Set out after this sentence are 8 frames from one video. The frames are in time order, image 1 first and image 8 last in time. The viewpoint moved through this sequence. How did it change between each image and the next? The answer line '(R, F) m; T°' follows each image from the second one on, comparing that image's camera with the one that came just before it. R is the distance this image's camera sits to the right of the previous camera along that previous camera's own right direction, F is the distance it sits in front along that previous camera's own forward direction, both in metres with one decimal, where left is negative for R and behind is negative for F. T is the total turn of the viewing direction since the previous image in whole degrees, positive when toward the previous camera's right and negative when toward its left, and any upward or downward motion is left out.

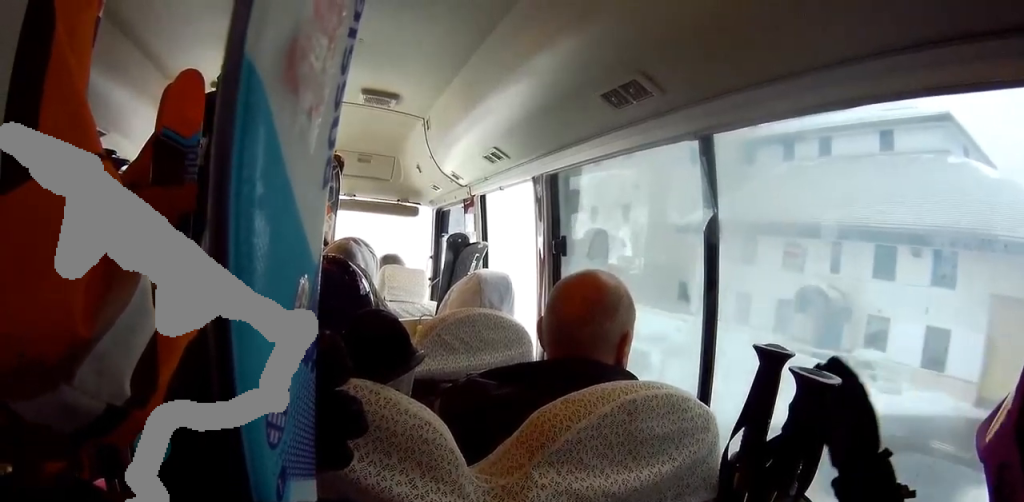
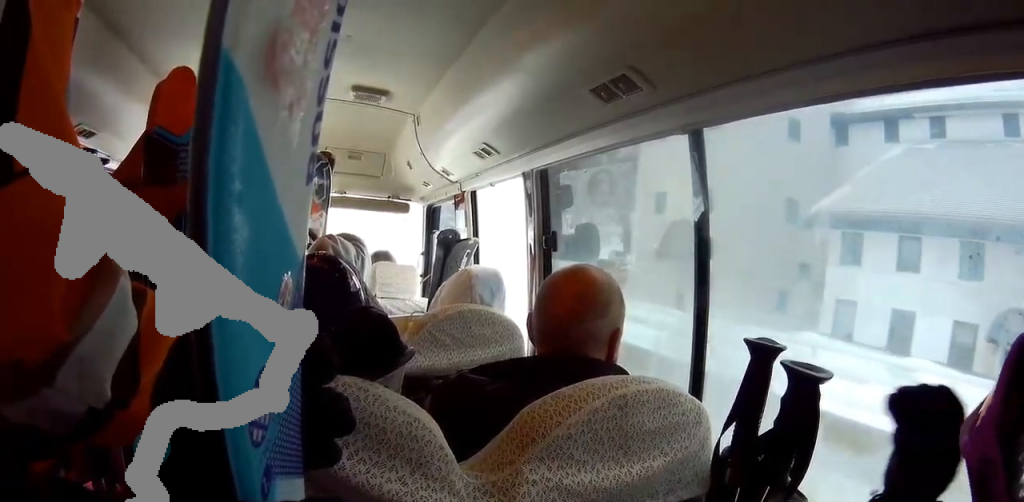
(-0.5, +9.6) m; -1°
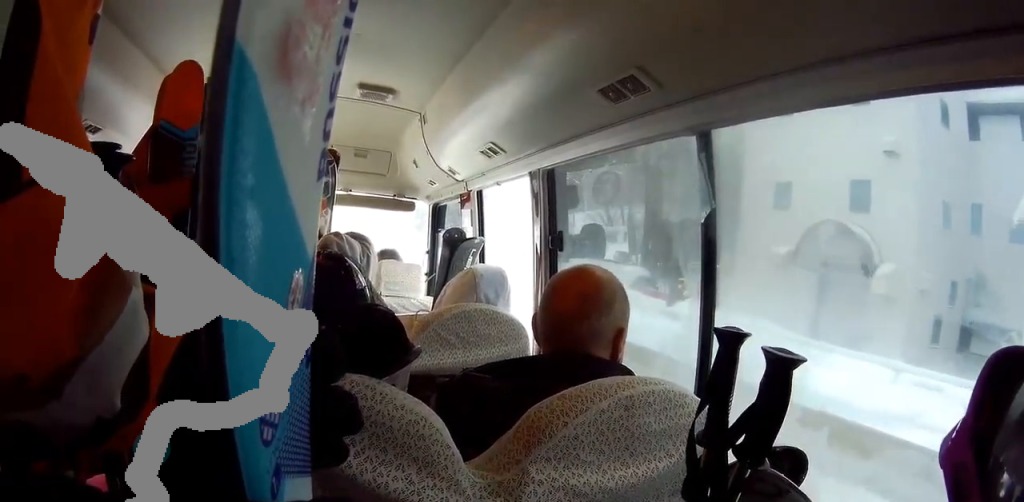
(+0.2, +9.4) m; +2°
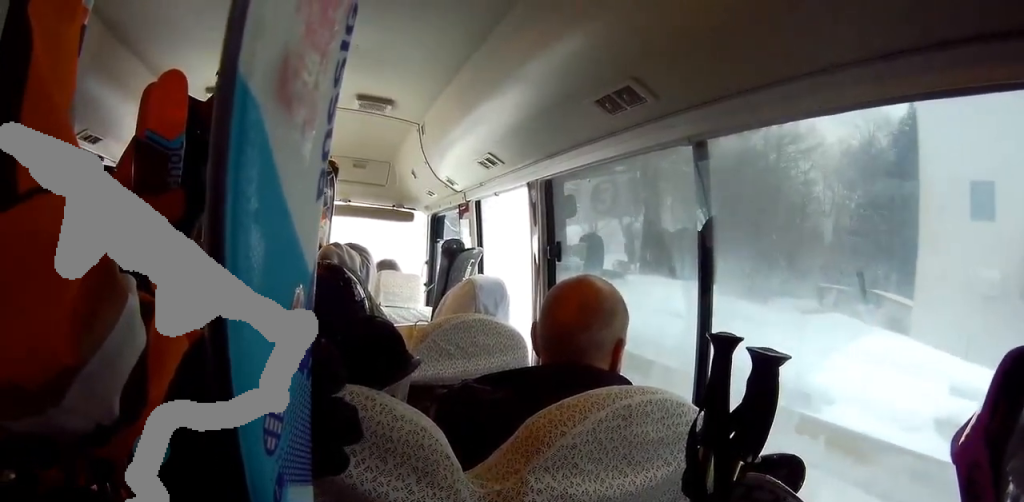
(+0.2, +10.9) m; 0°
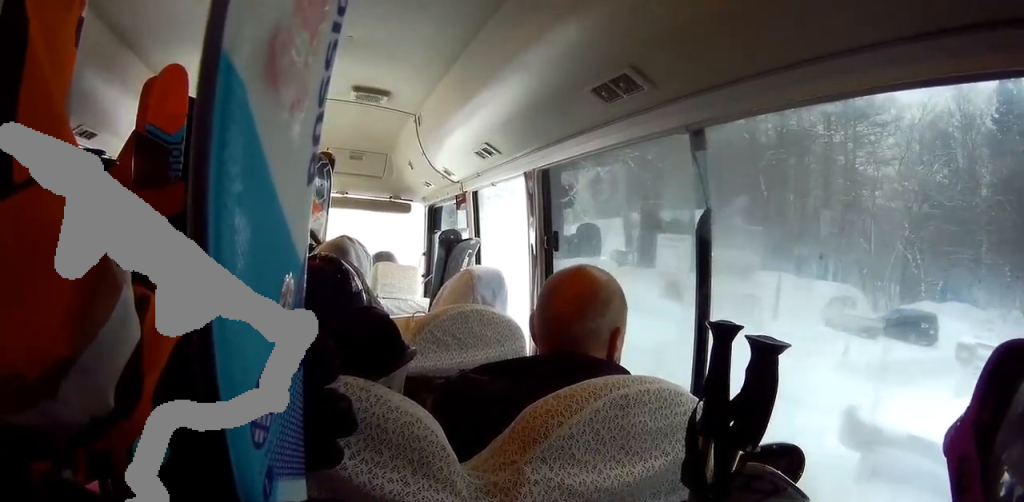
(0.0, +13.9) m; 0°
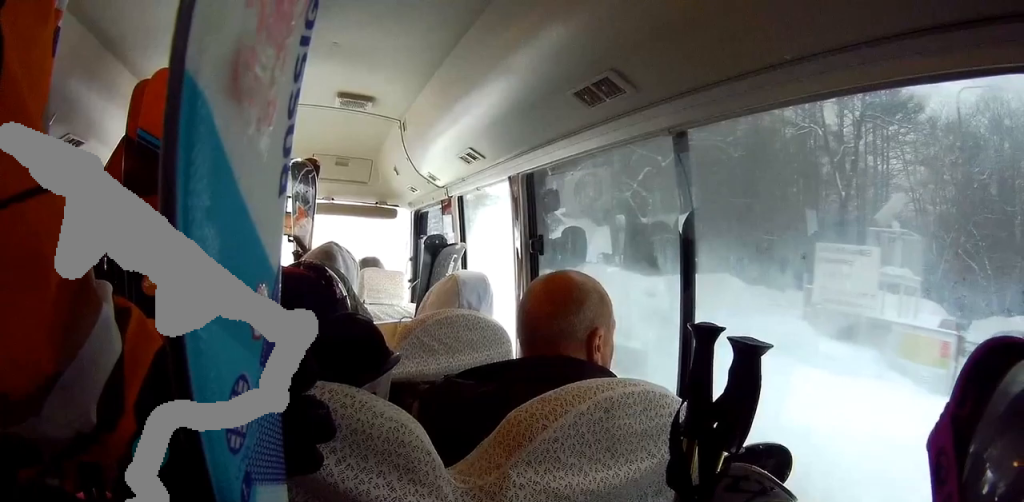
(+0.1, +7.0) m; -1°
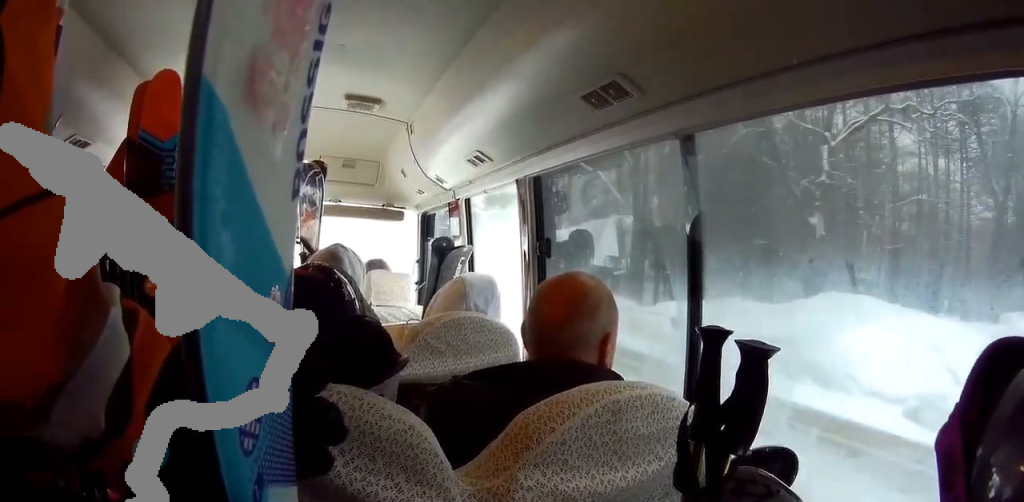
(-0.3, +8.9) m; -2°
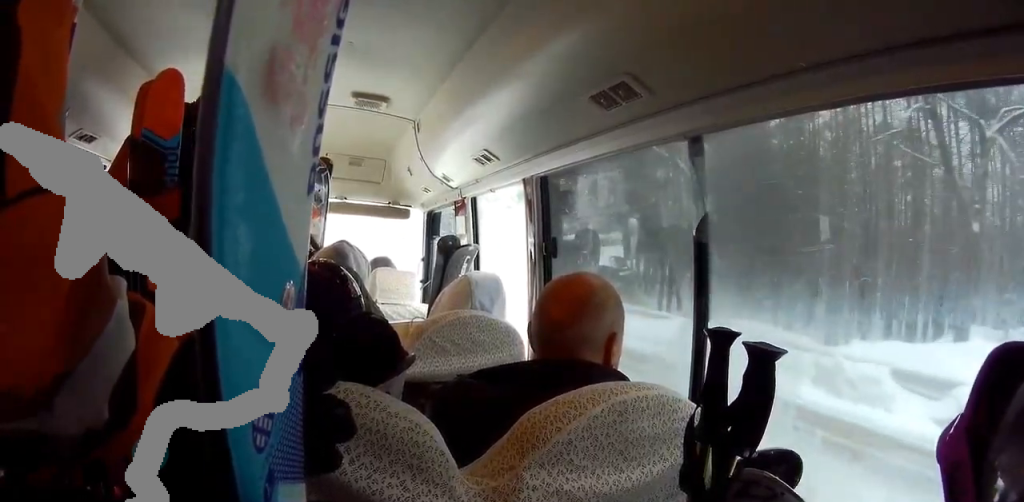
(-0.1, +6.0) m; +1°
